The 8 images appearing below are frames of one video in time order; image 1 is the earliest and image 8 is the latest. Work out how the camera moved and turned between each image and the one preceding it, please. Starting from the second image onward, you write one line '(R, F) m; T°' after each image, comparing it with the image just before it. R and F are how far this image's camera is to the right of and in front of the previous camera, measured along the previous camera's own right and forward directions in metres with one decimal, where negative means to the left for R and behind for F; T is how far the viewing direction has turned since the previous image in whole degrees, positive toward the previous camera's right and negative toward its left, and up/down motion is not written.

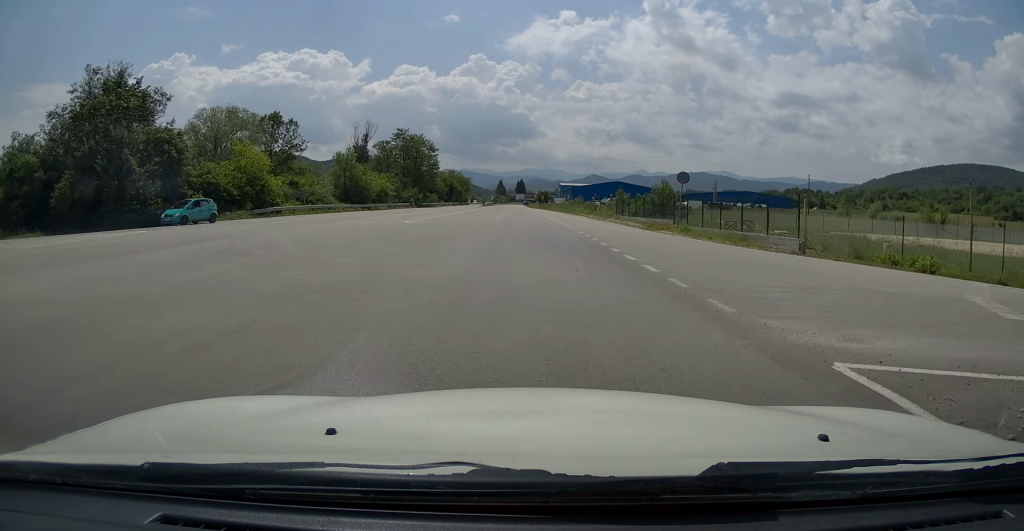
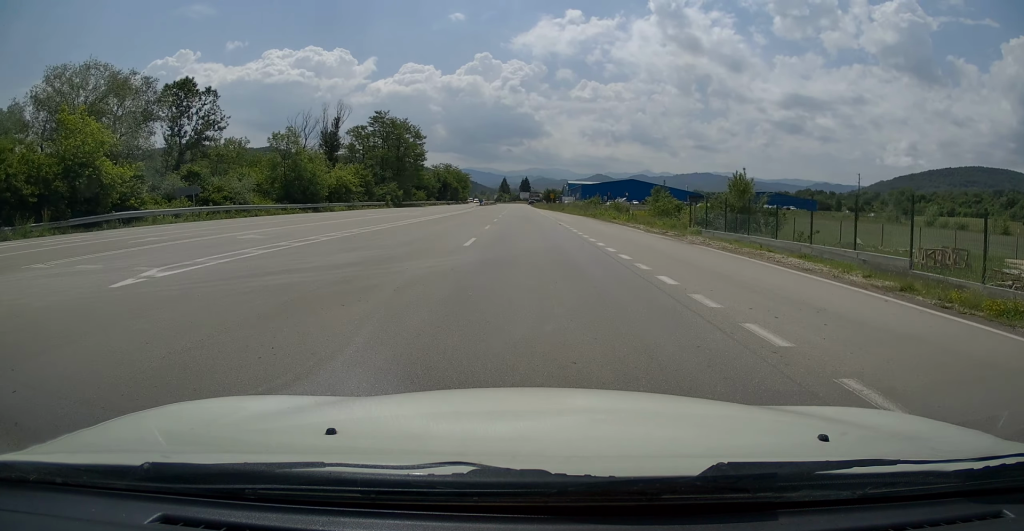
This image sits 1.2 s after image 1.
(0.0, +22.7) m; 0°
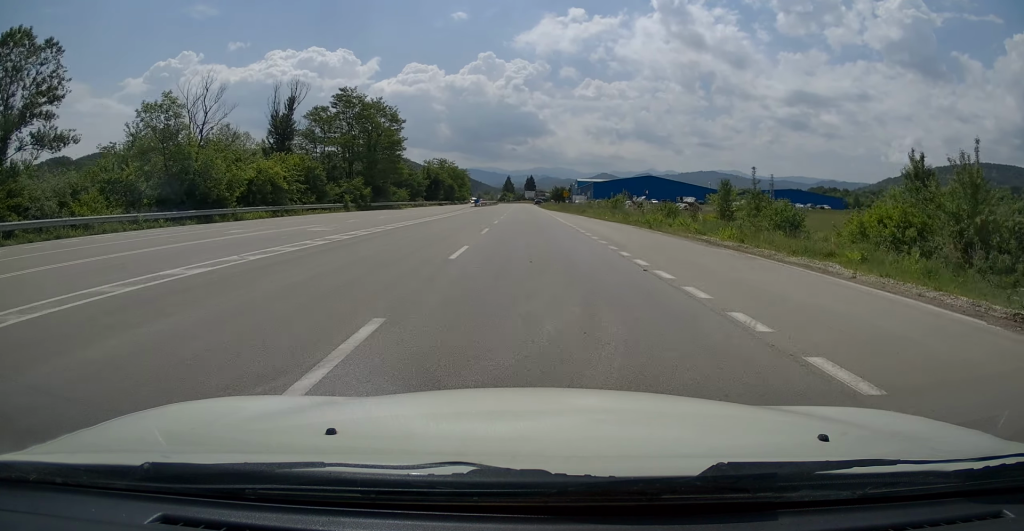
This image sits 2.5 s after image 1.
(0.0, +22.4) m; 0°
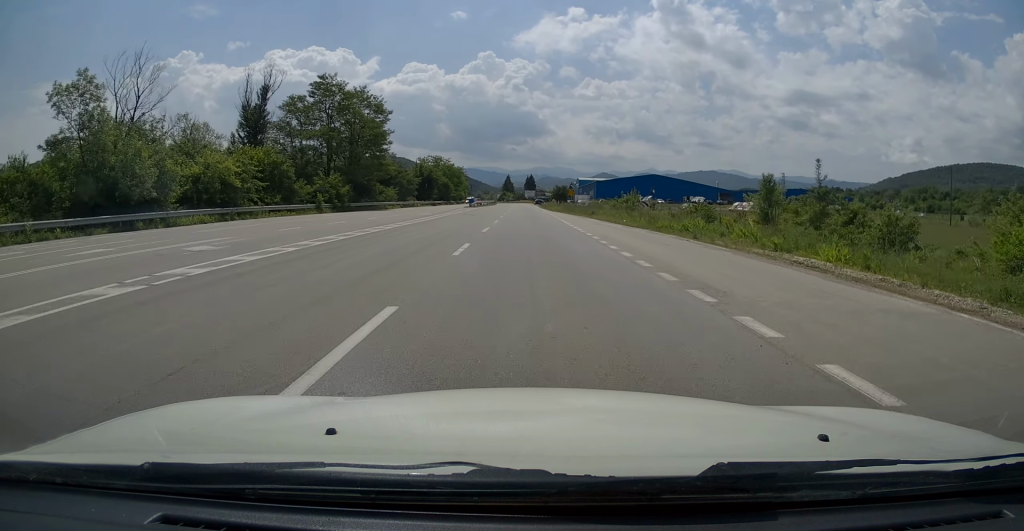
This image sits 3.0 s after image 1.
(0.0, +8.6) m; 0°
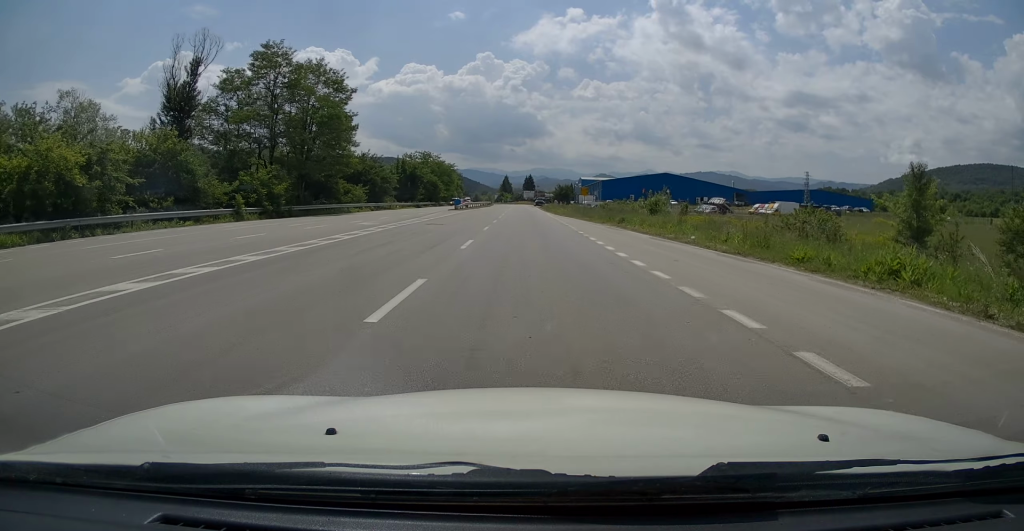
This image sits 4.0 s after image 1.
(-0.1, +16.2) m; -1°
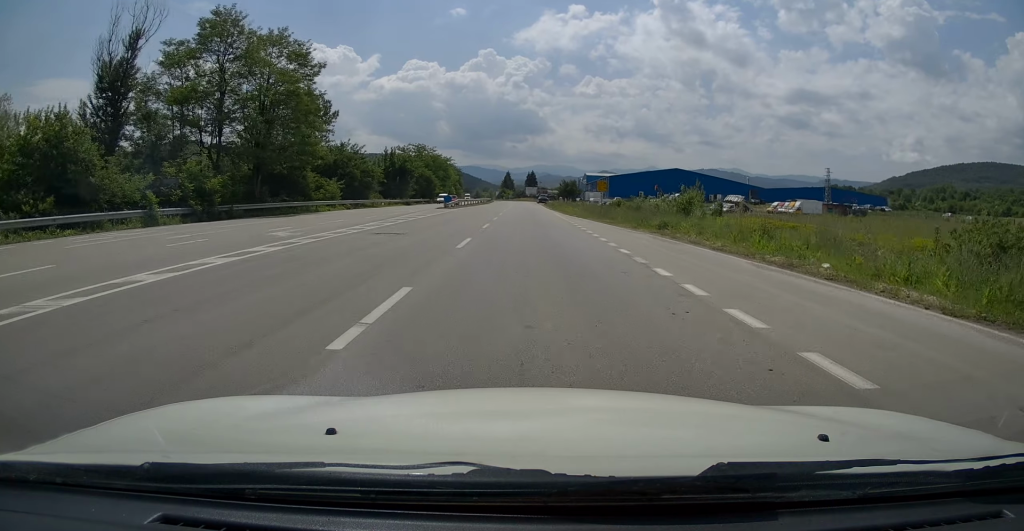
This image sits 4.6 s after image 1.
(-0.2, +10.4) m; 0°
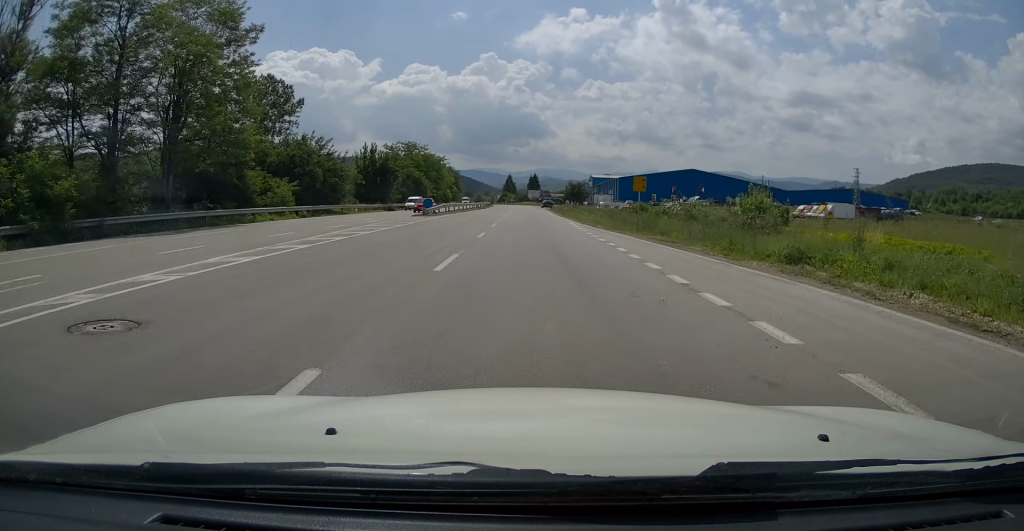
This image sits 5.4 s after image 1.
(+0.2, +13.0) m; +1°
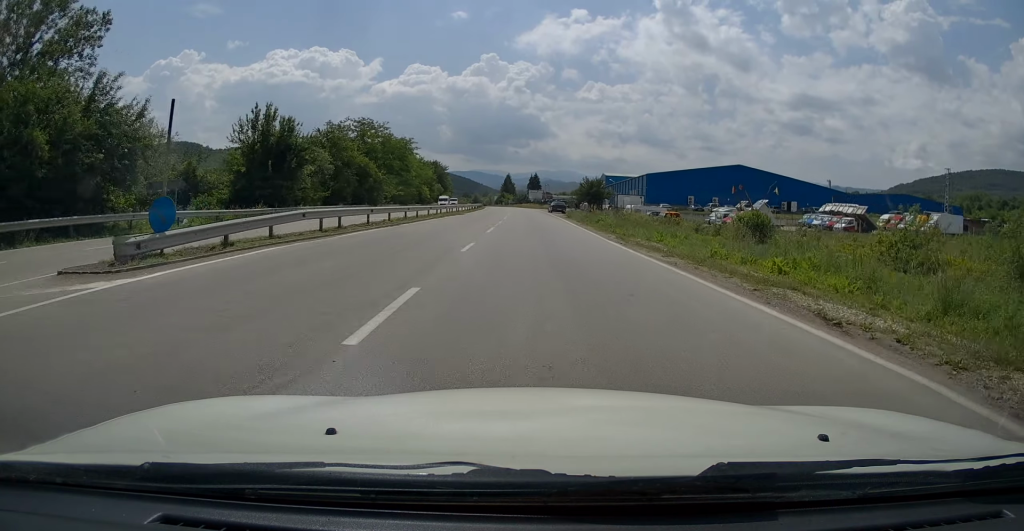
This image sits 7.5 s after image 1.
(-0.1, +32.8) m; -1°
